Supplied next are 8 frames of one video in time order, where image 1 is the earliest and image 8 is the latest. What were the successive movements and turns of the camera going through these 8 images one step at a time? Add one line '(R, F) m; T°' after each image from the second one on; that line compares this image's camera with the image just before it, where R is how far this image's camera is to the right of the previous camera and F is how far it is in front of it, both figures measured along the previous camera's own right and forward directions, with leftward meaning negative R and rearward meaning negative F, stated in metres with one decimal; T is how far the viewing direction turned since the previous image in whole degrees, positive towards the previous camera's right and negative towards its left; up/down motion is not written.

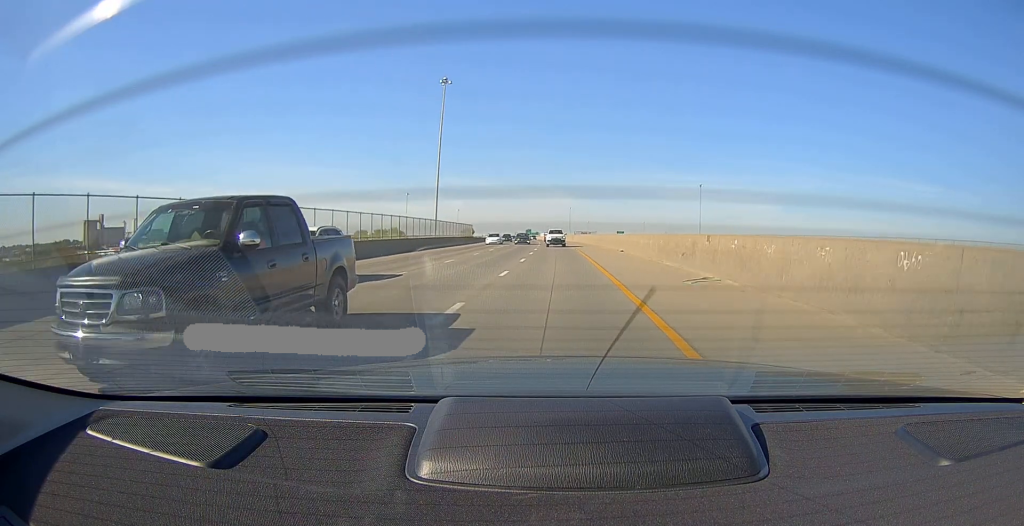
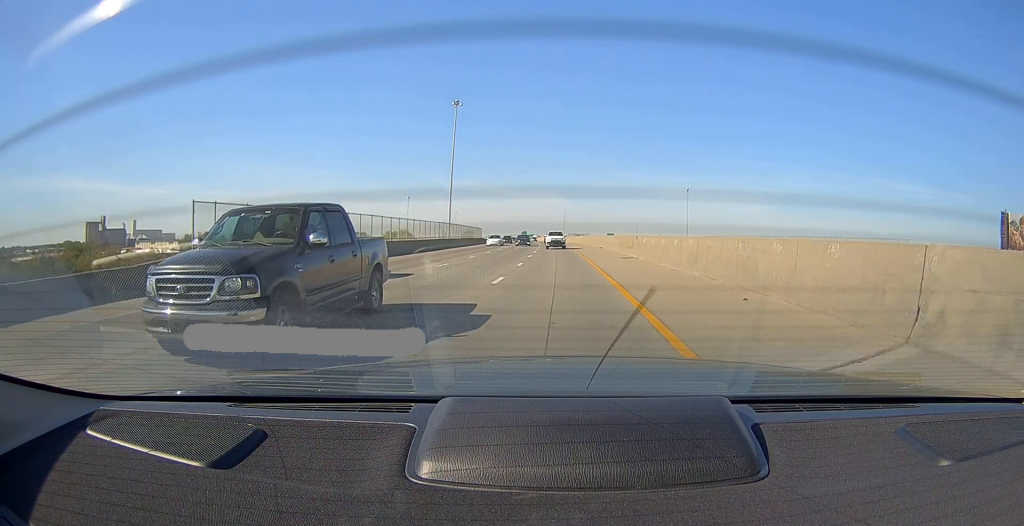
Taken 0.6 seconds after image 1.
(-0.3, +17.7) m; 0°
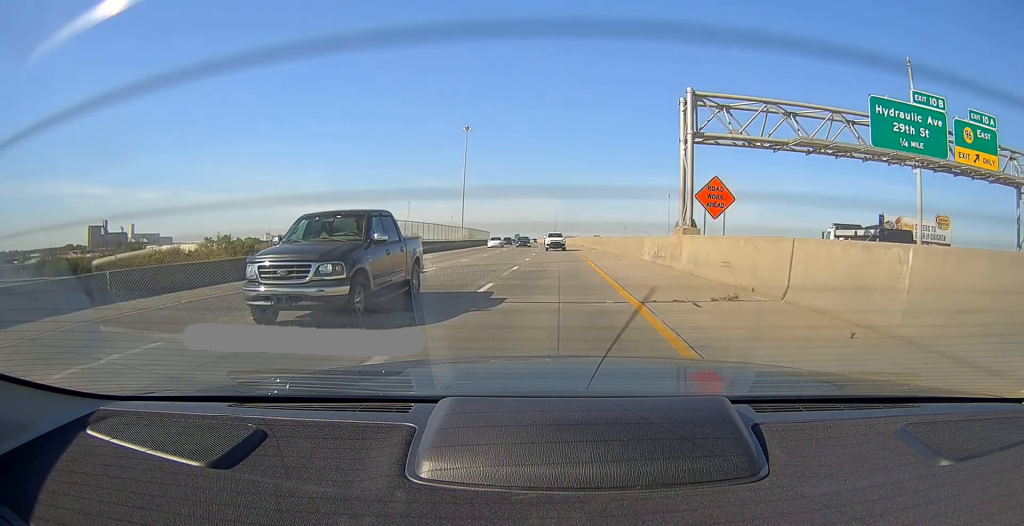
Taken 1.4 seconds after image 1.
(0.0, +27.0) m; +1°
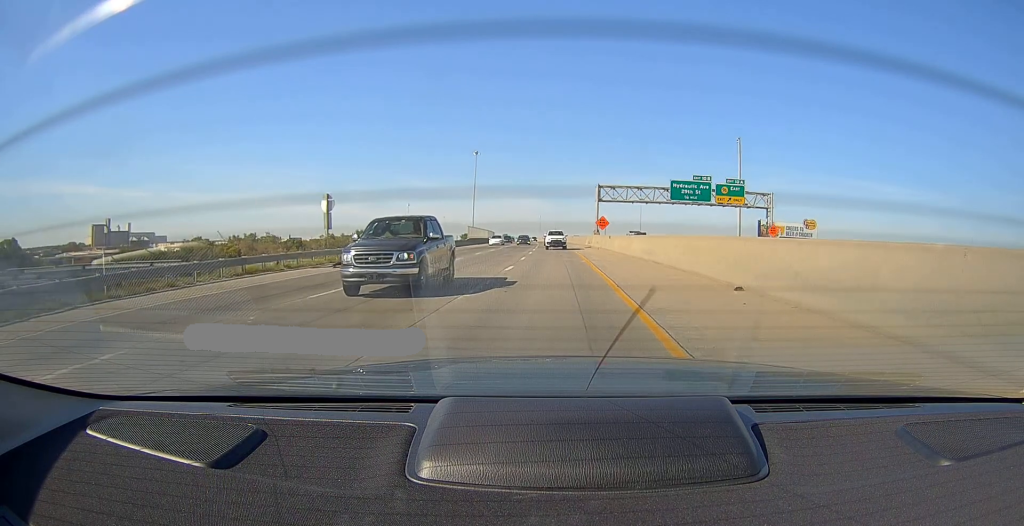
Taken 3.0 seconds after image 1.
(+1.6, +48.7) m; +3°
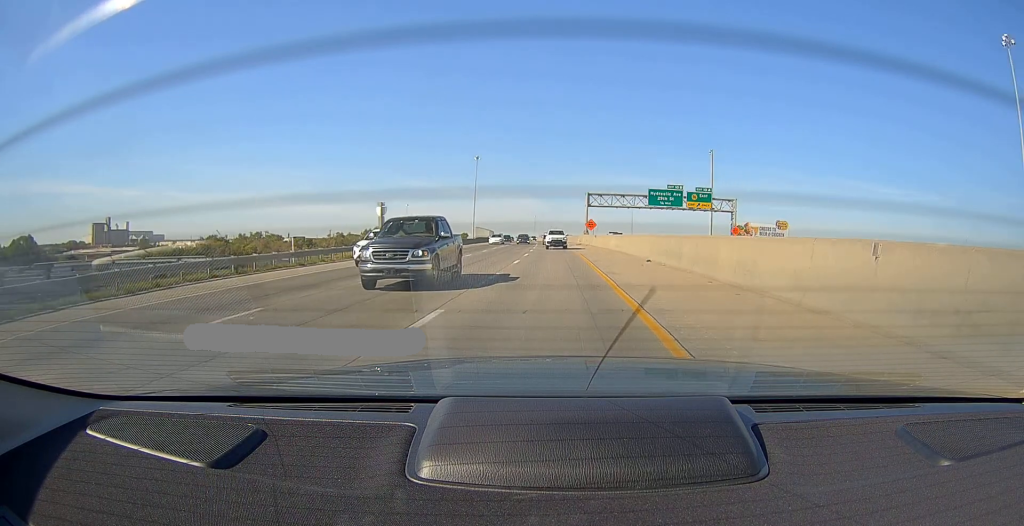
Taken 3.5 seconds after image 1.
(0.0, +14.5) m; 0°
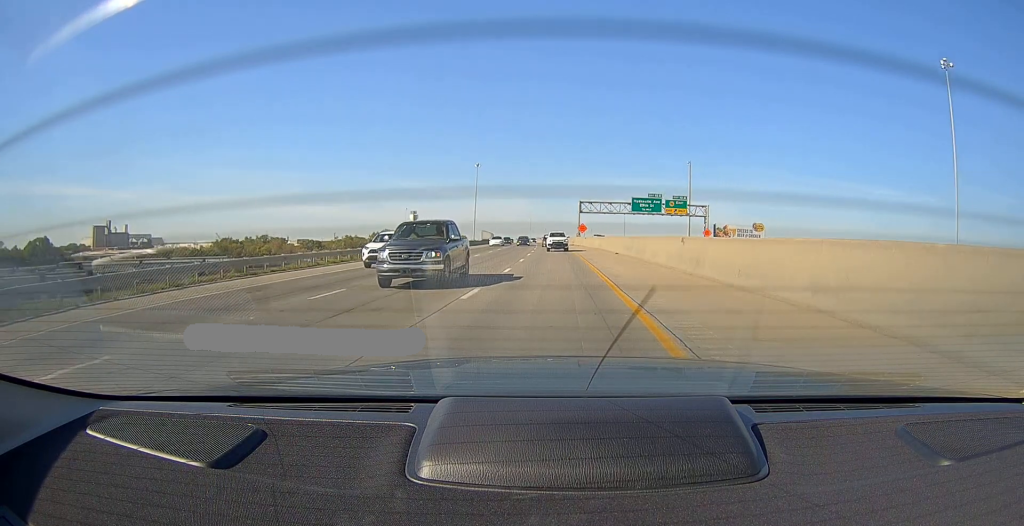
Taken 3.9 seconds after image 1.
(0.0, +14.5) m; 0°
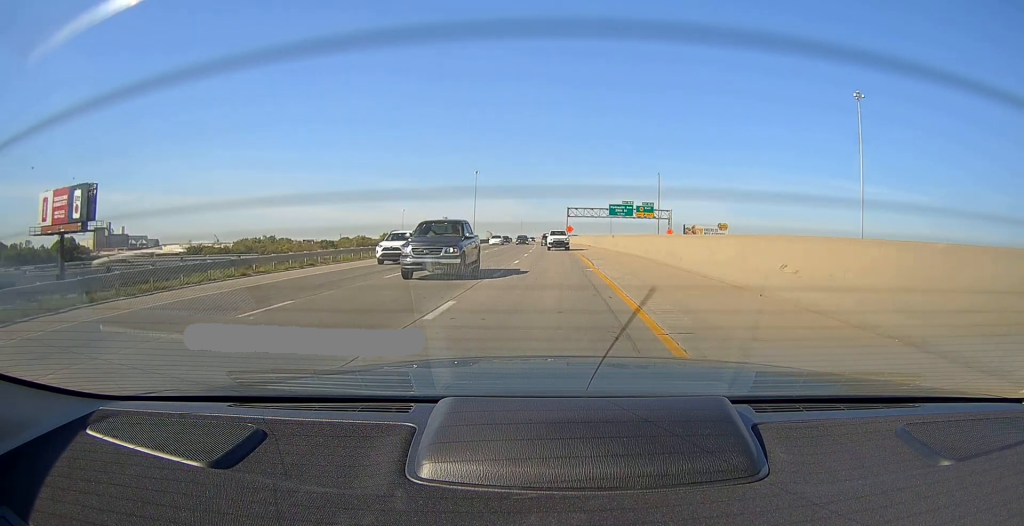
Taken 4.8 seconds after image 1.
(0.0, +25.8) m; +1°
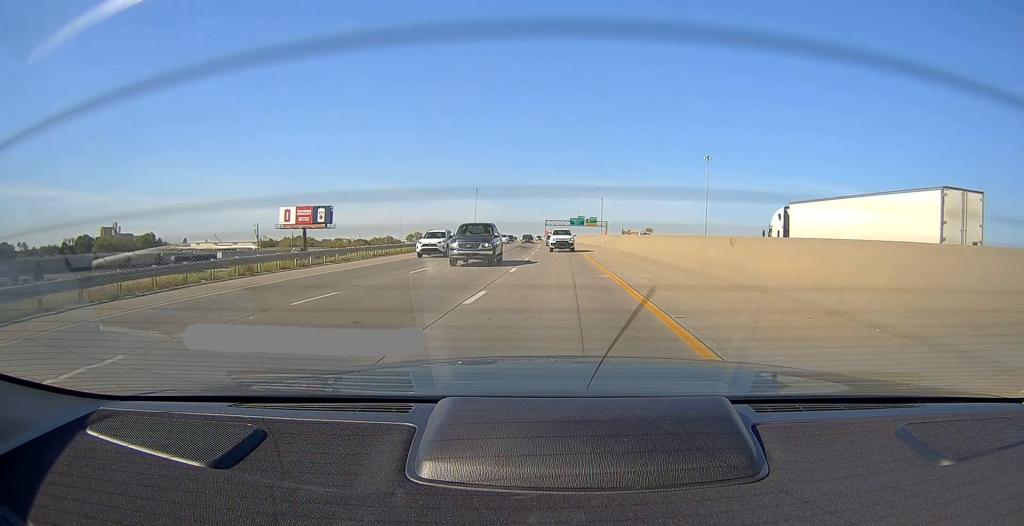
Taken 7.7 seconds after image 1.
(+2.2, +89.8) m; +2°
